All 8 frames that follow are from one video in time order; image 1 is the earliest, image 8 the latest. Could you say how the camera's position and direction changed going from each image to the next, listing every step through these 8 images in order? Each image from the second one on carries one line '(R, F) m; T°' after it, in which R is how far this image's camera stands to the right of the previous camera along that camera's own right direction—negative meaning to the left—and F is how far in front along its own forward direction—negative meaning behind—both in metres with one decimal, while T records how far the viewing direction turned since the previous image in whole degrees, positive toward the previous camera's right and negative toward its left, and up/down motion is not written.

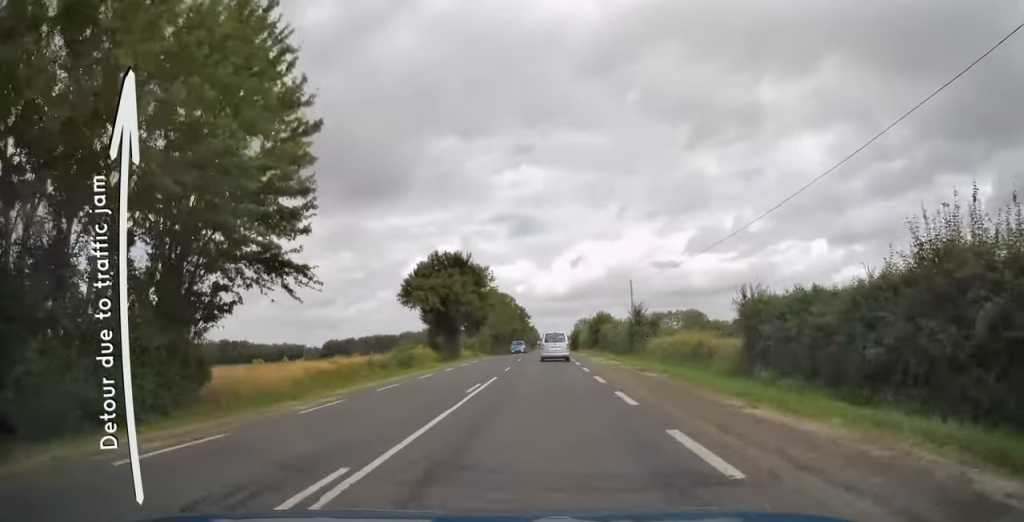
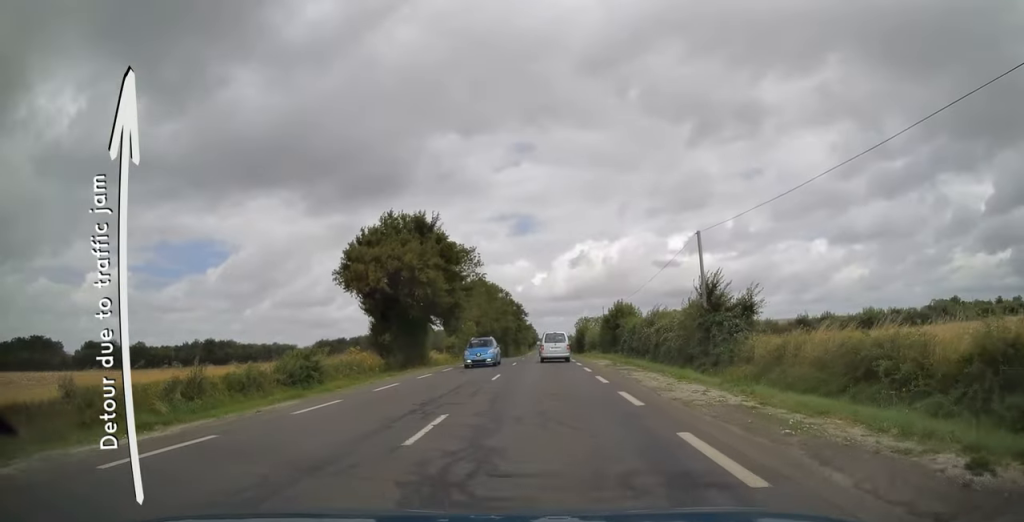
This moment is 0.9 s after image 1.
(0.0, +19.6) m; 0°
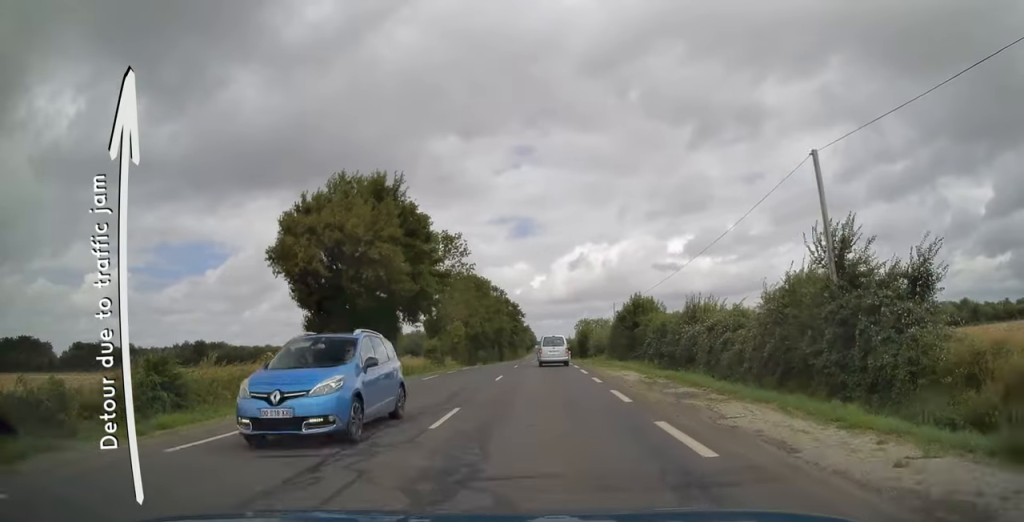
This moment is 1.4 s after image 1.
(0.0, +11.3) m; 0°
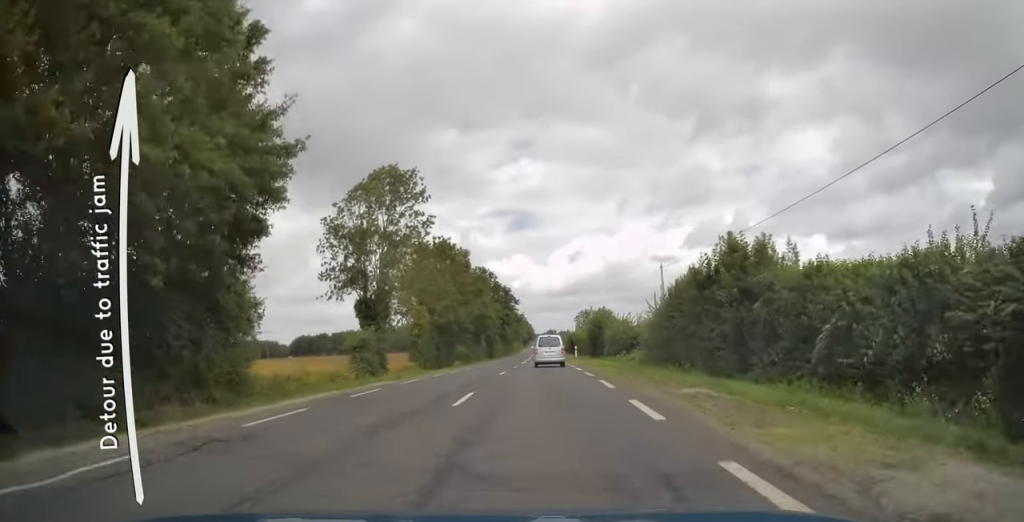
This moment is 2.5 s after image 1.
(+0.1, +23.1) m; 0°
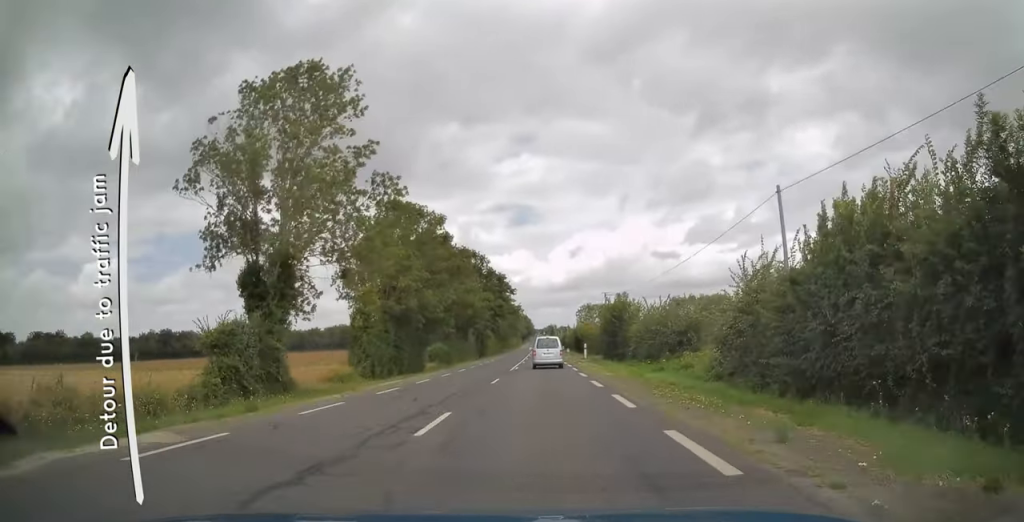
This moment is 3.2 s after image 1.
(0.0, +16.6) m; 0°
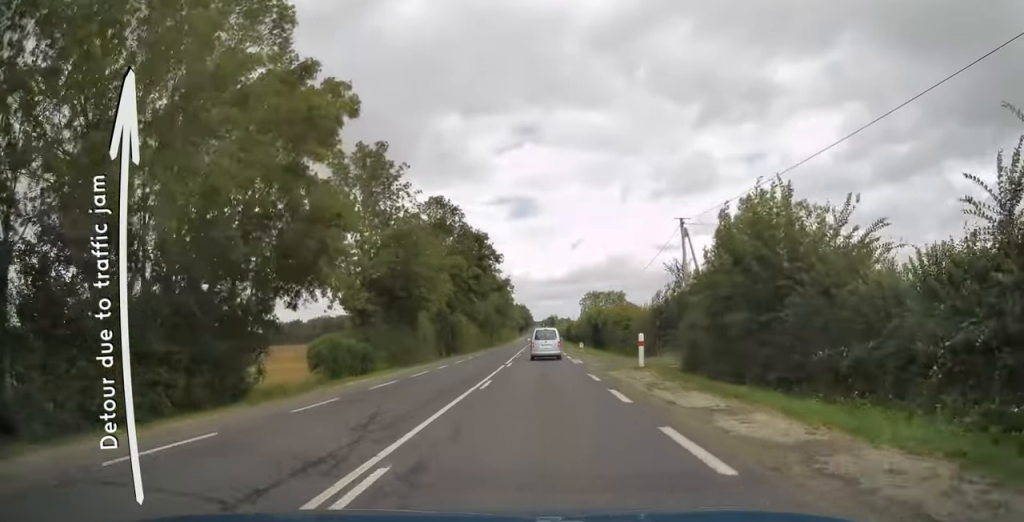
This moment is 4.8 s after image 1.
(+0.1, +32.7) m; 0°
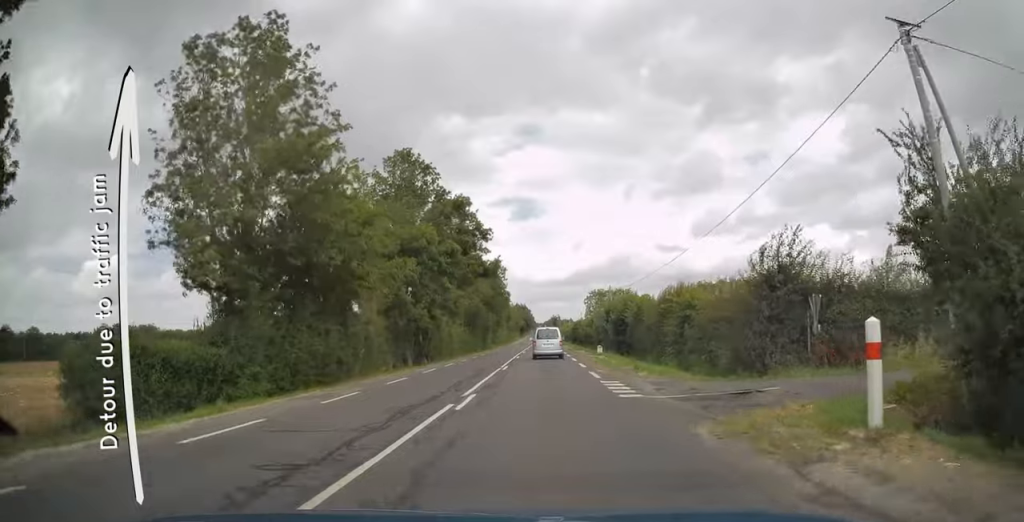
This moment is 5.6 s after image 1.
(0.0, +17.5) m; 0°
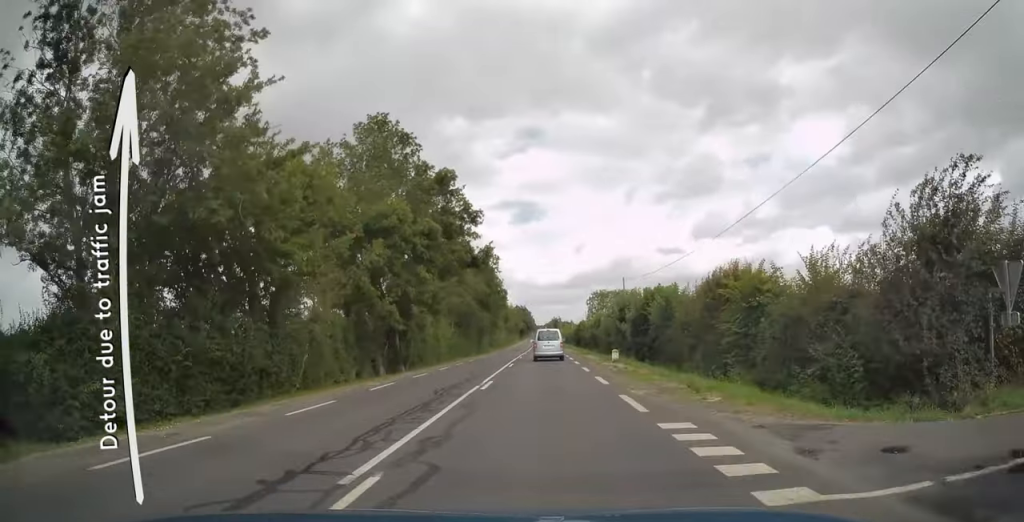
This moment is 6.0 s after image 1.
(0.0, +8.6) m; 0°
